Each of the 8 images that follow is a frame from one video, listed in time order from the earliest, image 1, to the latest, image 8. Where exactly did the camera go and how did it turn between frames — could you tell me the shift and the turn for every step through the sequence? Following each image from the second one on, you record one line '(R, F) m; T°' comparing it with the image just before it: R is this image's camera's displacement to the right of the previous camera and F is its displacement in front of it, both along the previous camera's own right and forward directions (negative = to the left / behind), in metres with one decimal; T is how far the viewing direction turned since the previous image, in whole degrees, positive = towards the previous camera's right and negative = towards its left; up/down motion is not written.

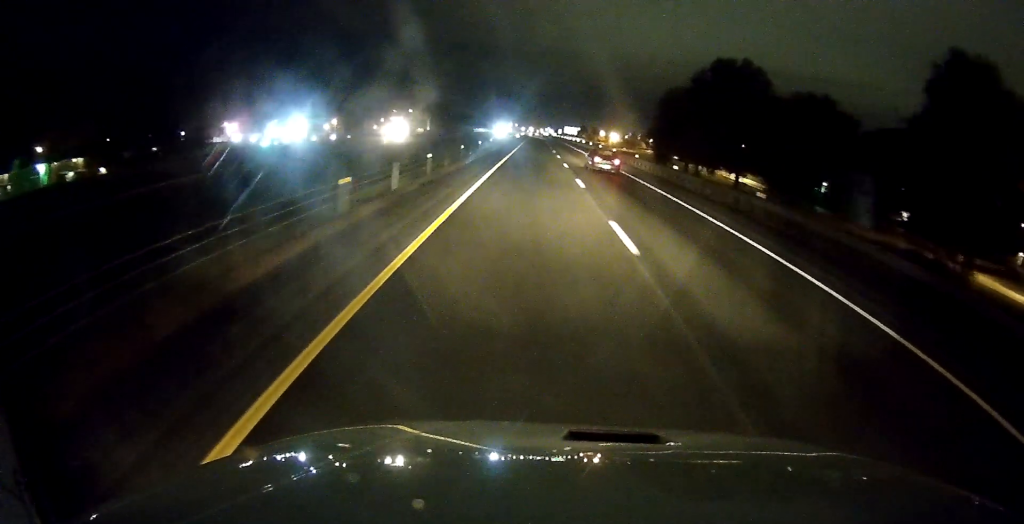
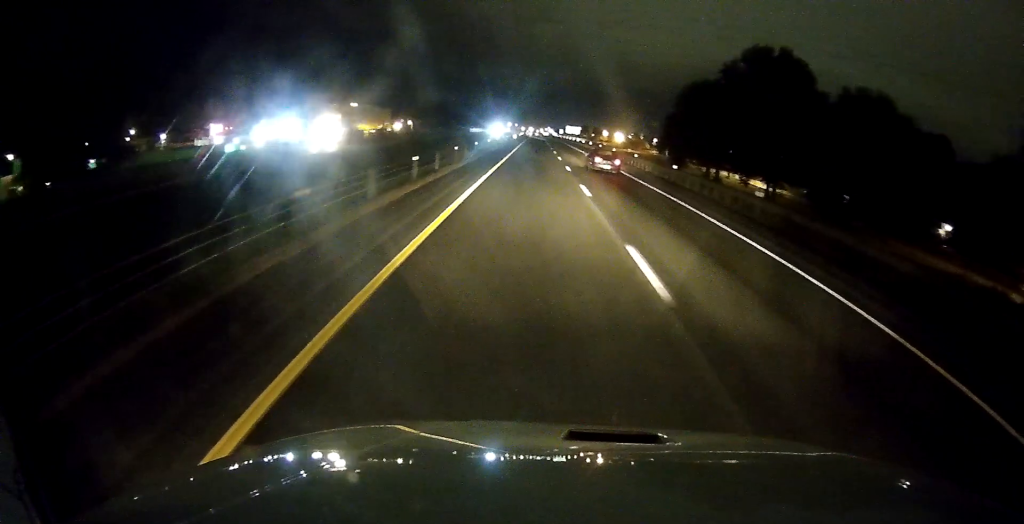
(+0.1, +15.1) m; 0°
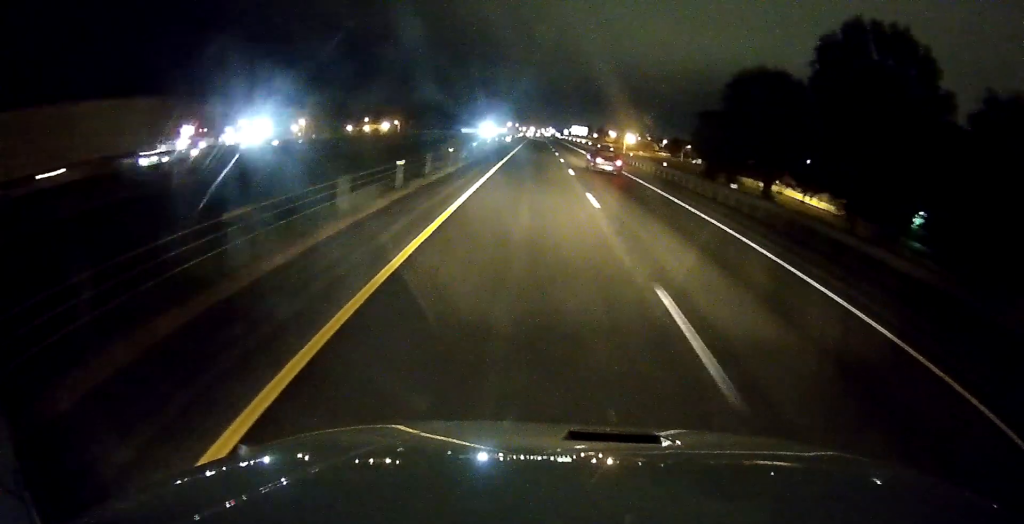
(0.0, +27.1) m; 0°
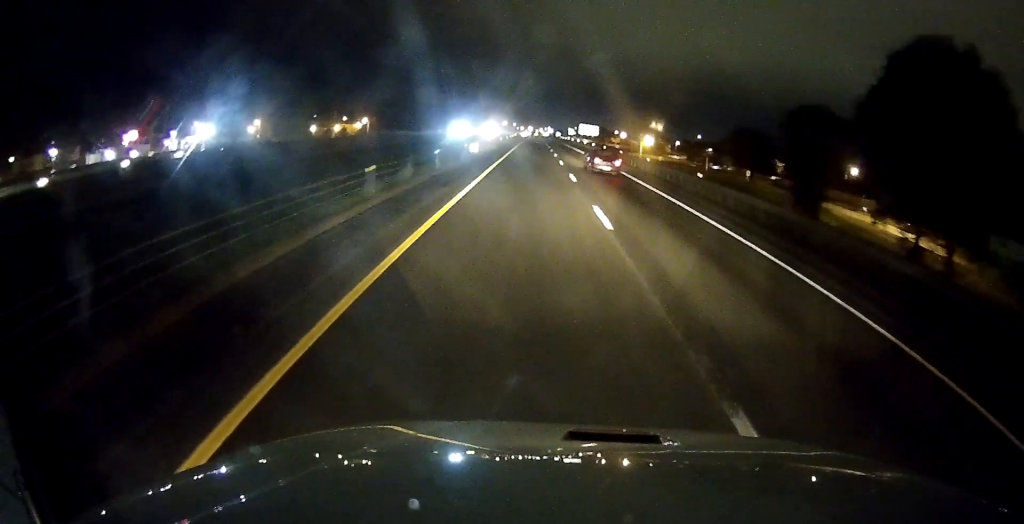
(+0.1, +39.9) m; 0°
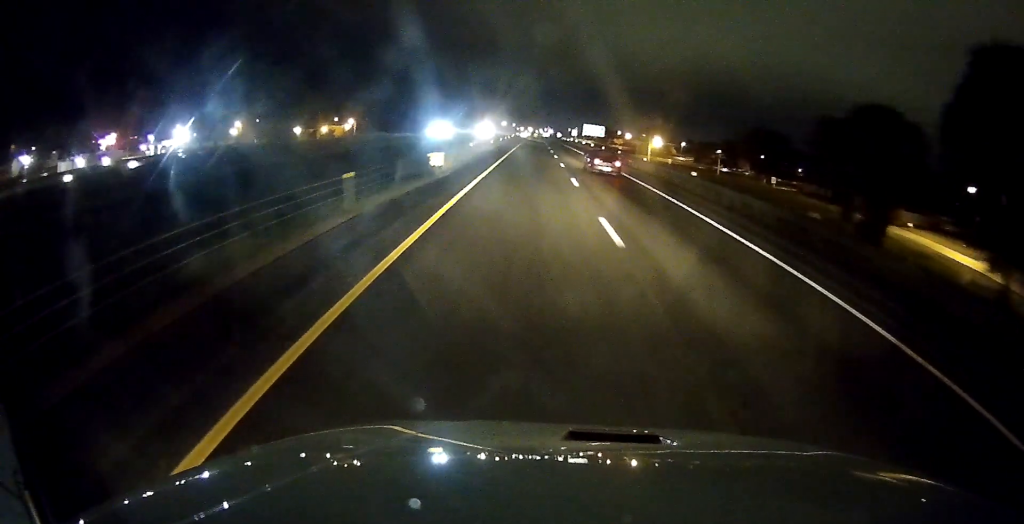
(0.0, +14.0) m; 0°
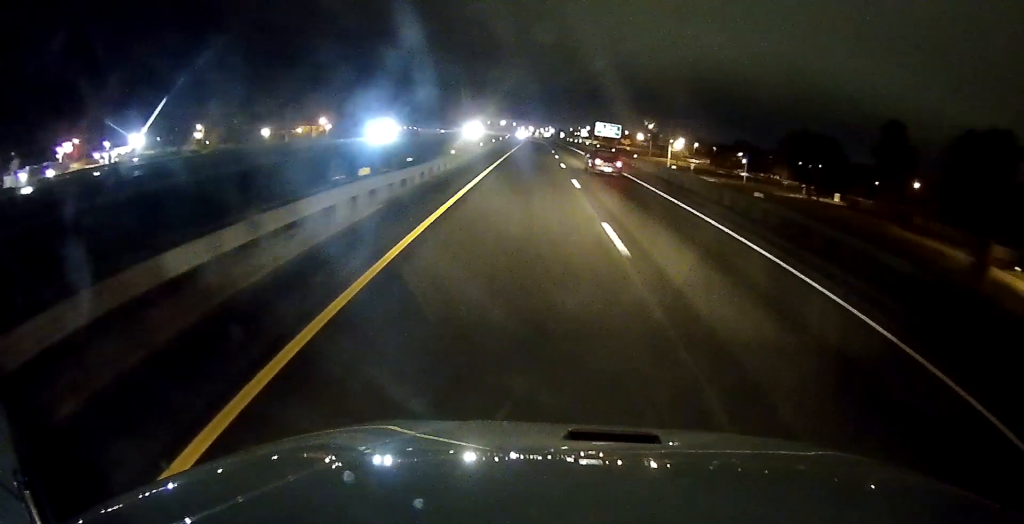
(-0.1, +25.0) m; 0°
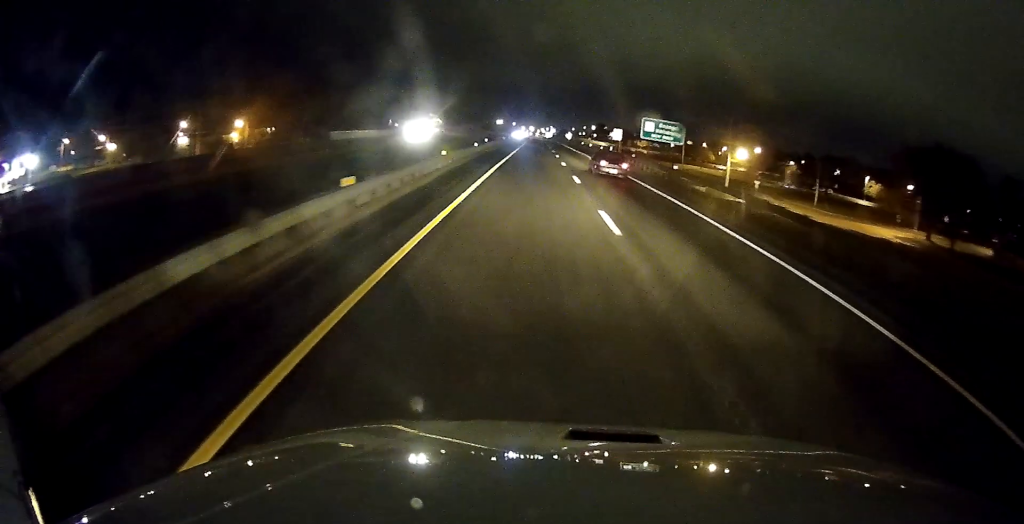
(0.0, +46.4) m; 0°
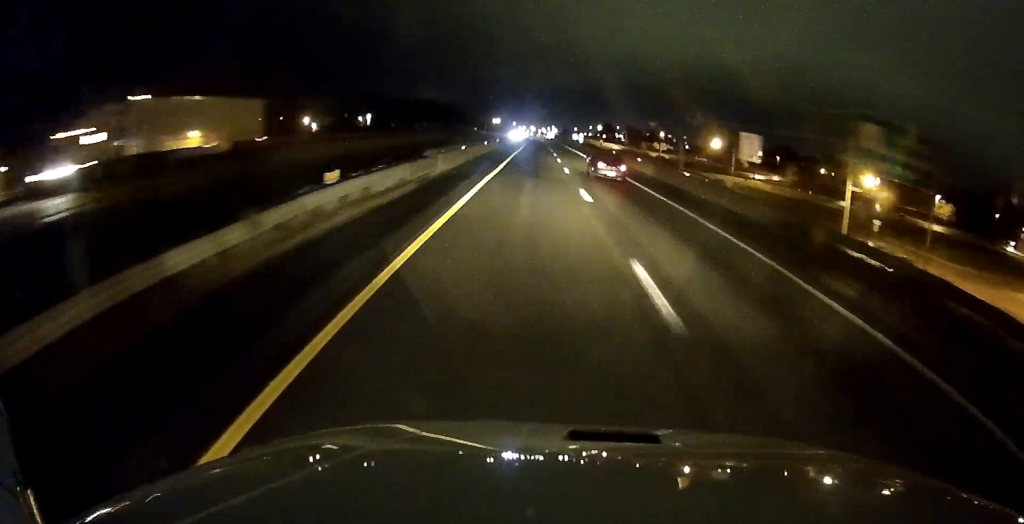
(0.0, +42.4) m; 0°
